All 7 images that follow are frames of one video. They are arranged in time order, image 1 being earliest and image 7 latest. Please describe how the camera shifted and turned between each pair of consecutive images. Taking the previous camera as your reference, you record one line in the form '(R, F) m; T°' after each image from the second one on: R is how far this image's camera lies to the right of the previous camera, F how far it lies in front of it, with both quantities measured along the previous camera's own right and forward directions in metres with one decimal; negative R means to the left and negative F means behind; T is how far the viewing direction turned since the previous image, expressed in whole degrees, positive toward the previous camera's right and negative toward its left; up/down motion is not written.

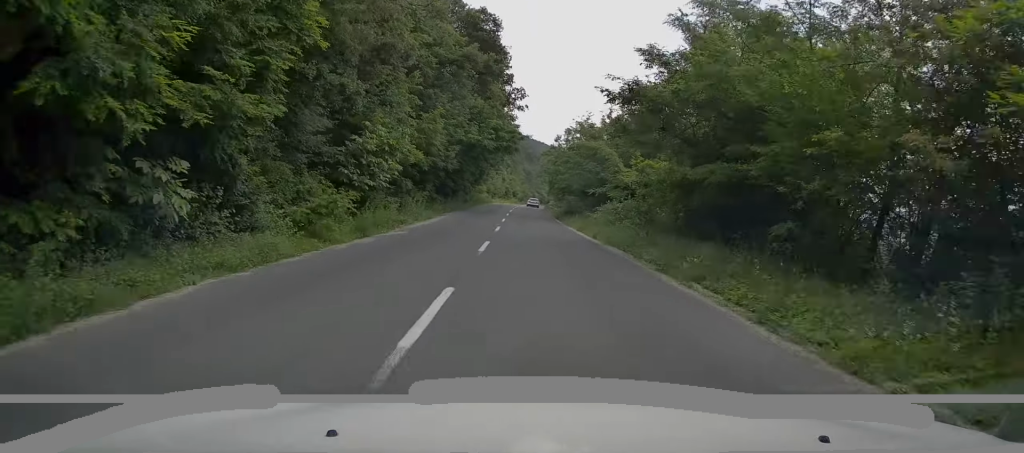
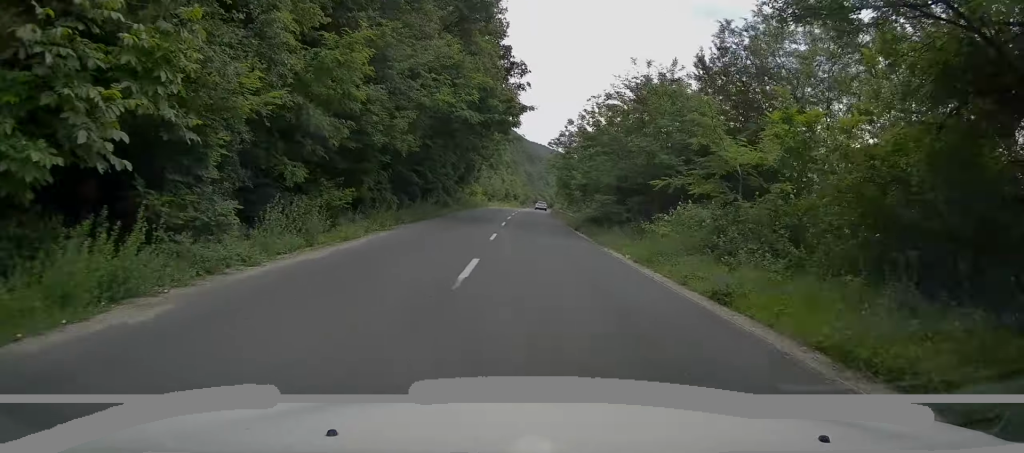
(-0.3, +13.6) m; 0°
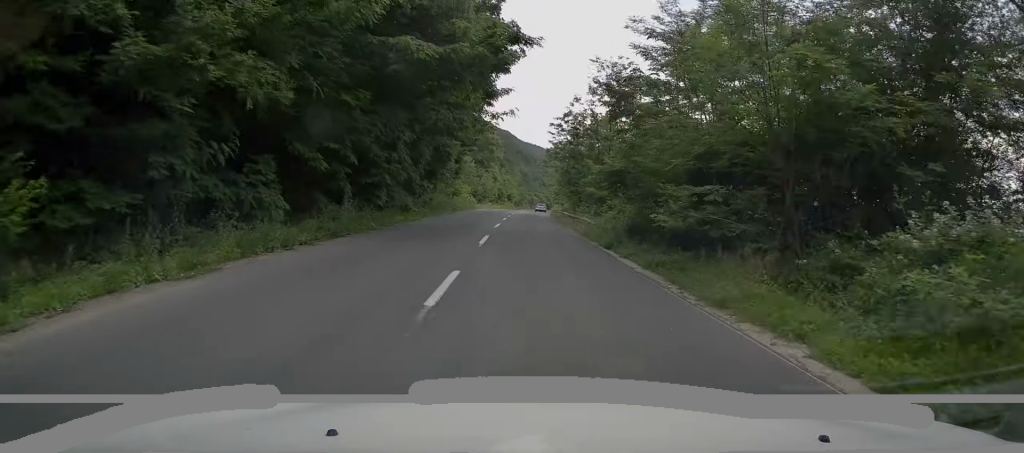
(+0.3, +11.5) m; 0°
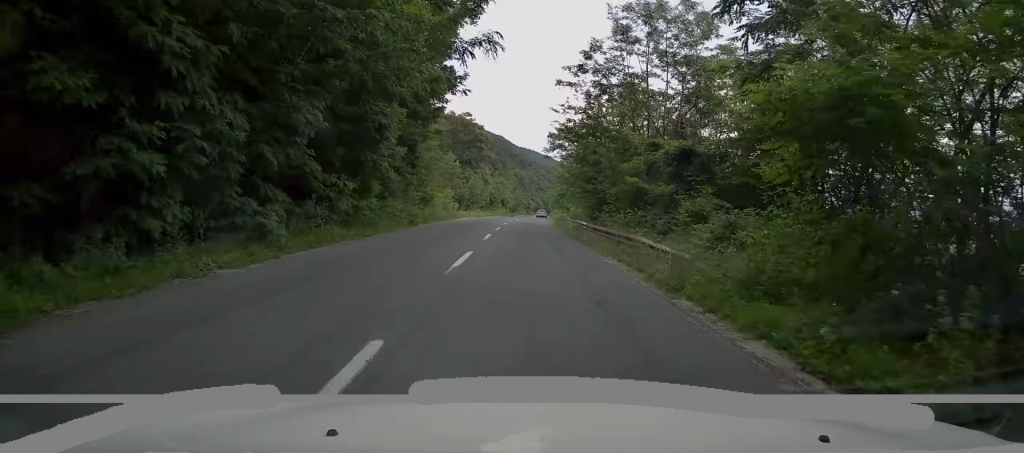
(-0.2, +13.7) m; 0°
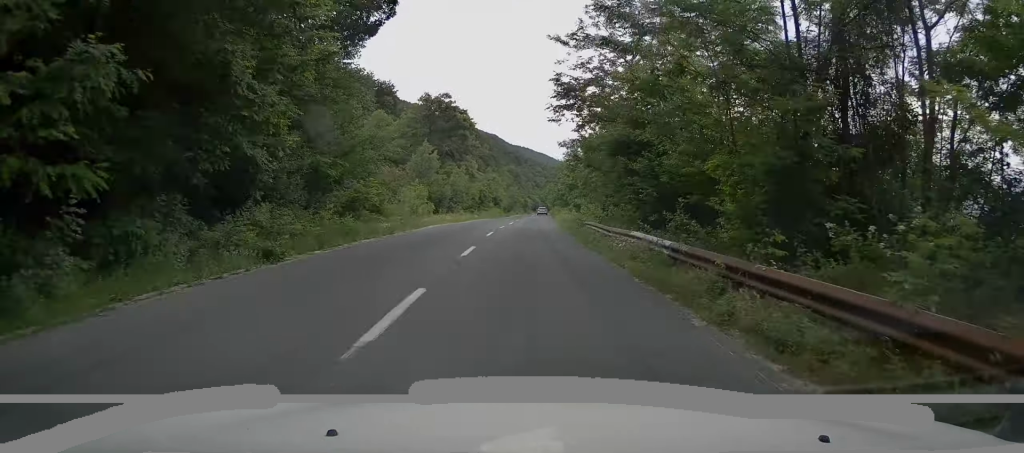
(+0.1, +14.9) m; +1°
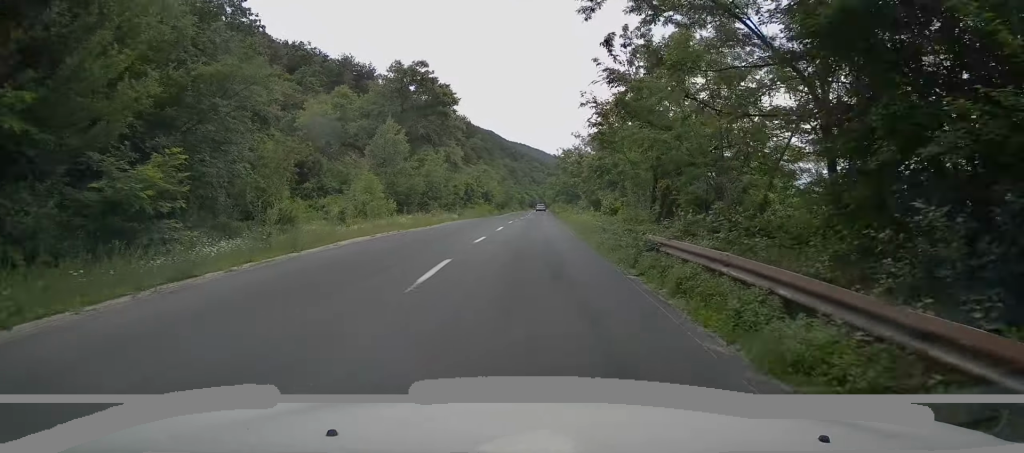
(+0.2, +14.3) m; +2°
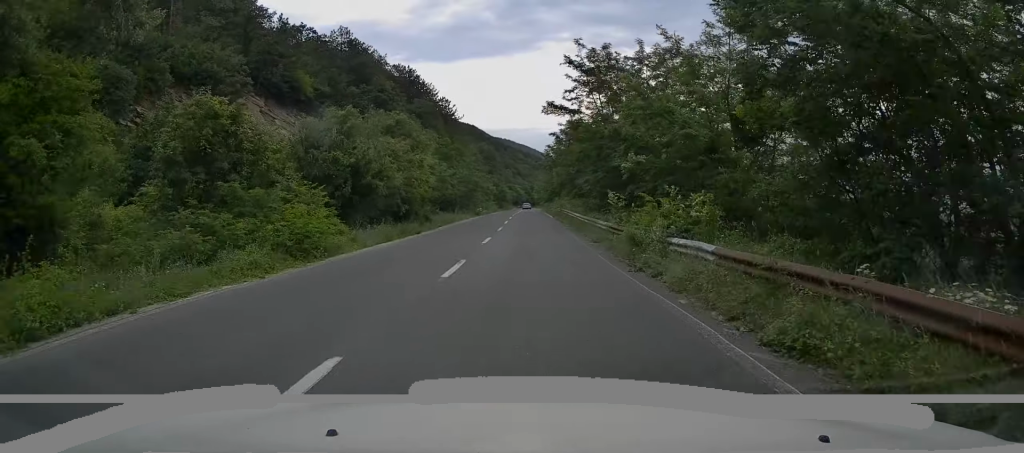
(+0.6, +52.0) m; 0°
